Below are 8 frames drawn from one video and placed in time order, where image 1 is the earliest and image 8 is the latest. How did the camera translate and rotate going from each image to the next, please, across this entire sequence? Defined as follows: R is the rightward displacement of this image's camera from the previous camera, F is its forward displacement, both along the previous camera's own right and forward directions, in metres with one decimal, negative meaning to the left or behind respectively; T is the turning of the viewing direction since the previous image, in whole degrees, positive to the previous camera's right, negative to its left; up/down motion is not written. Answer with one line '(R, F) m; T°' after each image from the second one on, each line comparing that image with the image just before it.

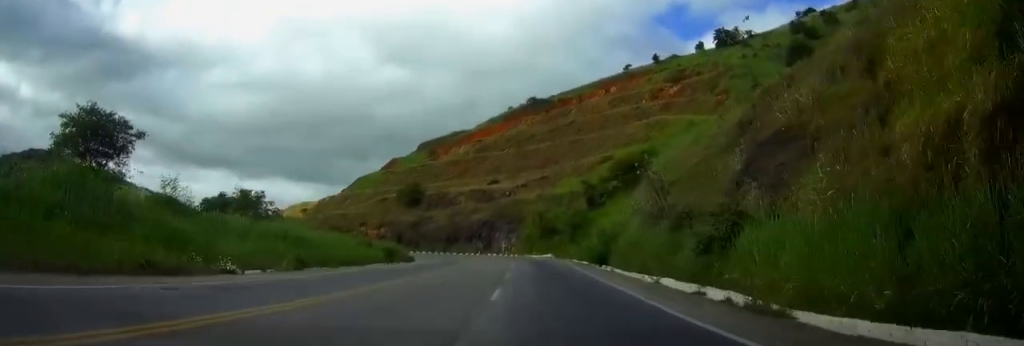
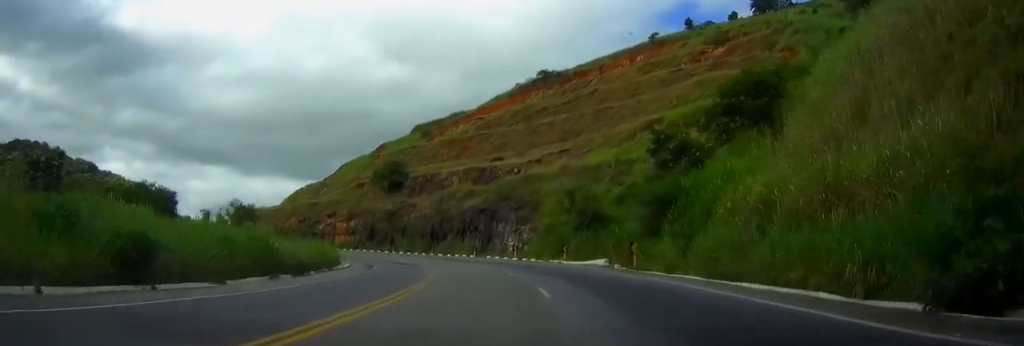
(-0.2, +37.7) m; -2°
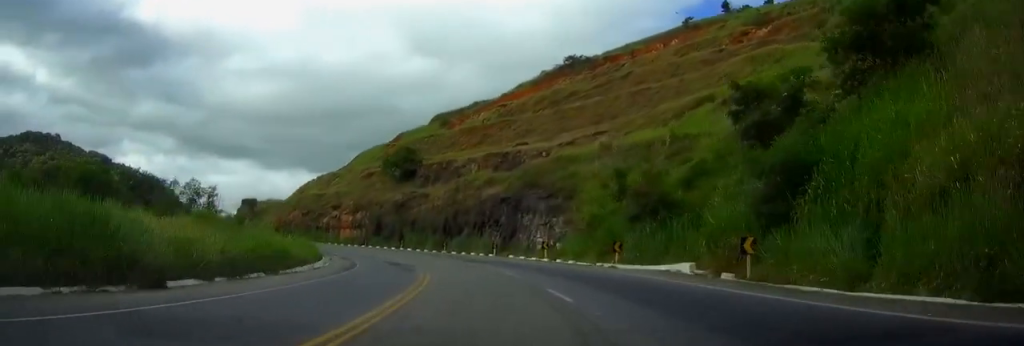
(-0.3, +14.1) m; -3°
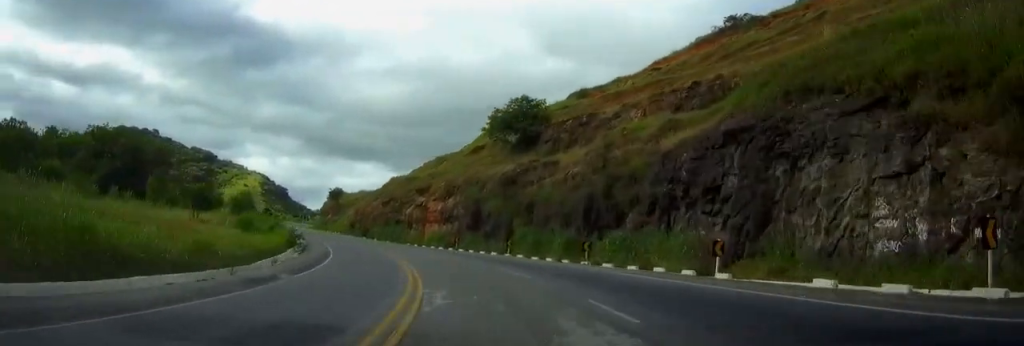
(-3.6, +40.6) m; -12°
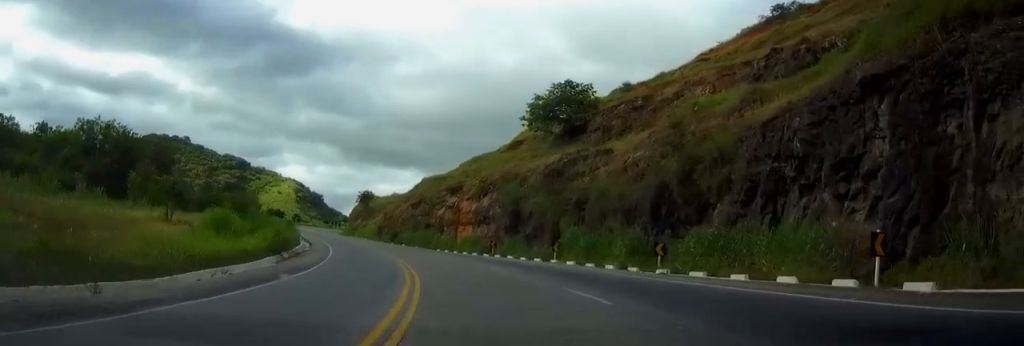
(-0.3, +9.5) m; -3°
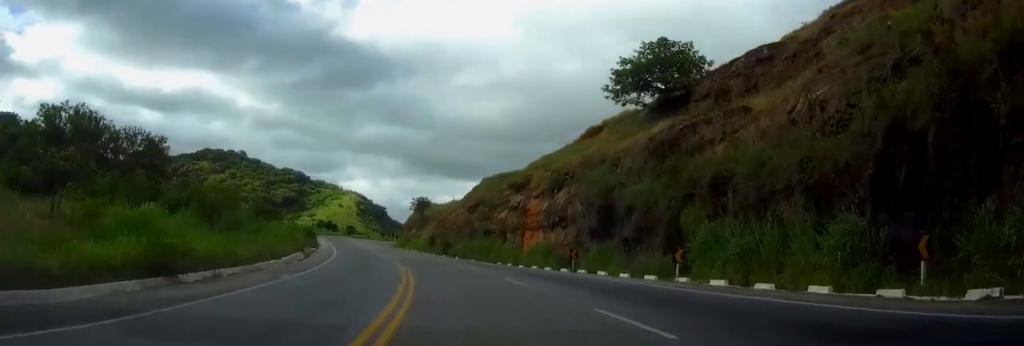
(-0.9, +16.8) m; -6°
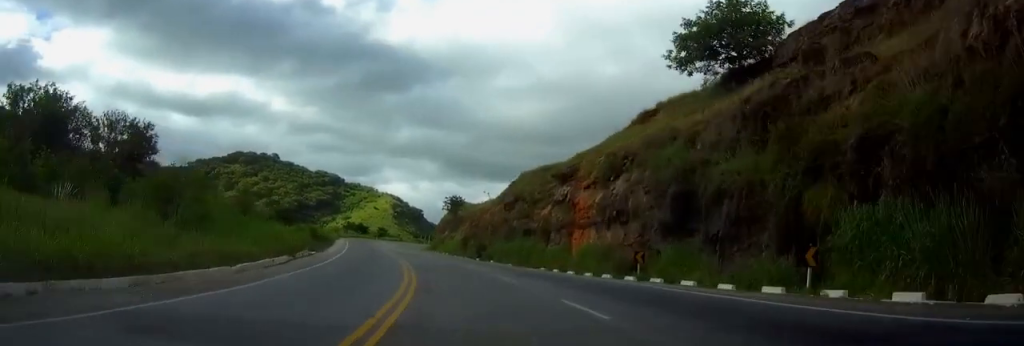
(0.0, +9.5) m; -3°
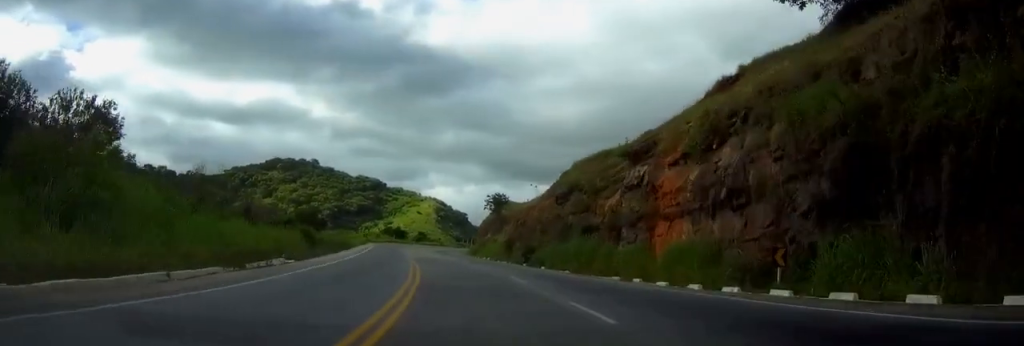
(-0.6, +12.5) m; -3°
